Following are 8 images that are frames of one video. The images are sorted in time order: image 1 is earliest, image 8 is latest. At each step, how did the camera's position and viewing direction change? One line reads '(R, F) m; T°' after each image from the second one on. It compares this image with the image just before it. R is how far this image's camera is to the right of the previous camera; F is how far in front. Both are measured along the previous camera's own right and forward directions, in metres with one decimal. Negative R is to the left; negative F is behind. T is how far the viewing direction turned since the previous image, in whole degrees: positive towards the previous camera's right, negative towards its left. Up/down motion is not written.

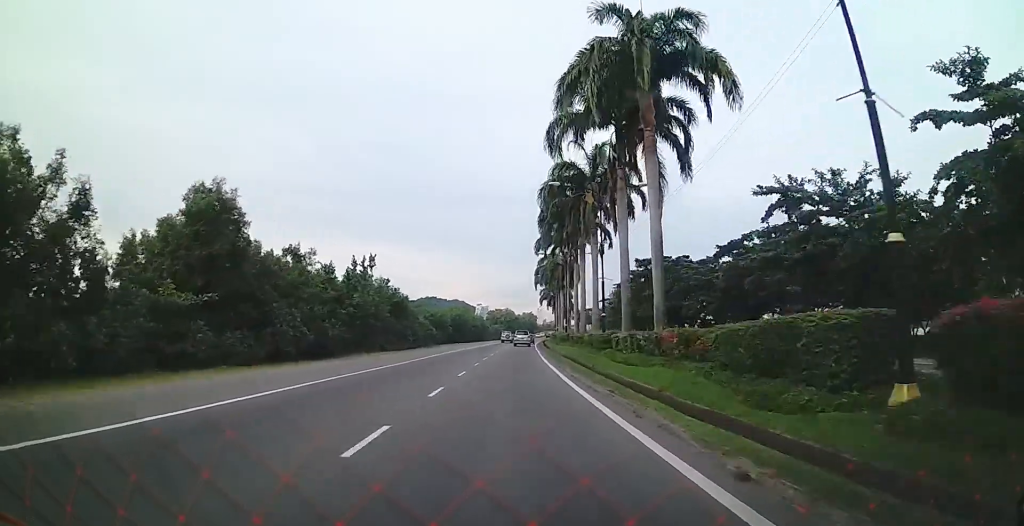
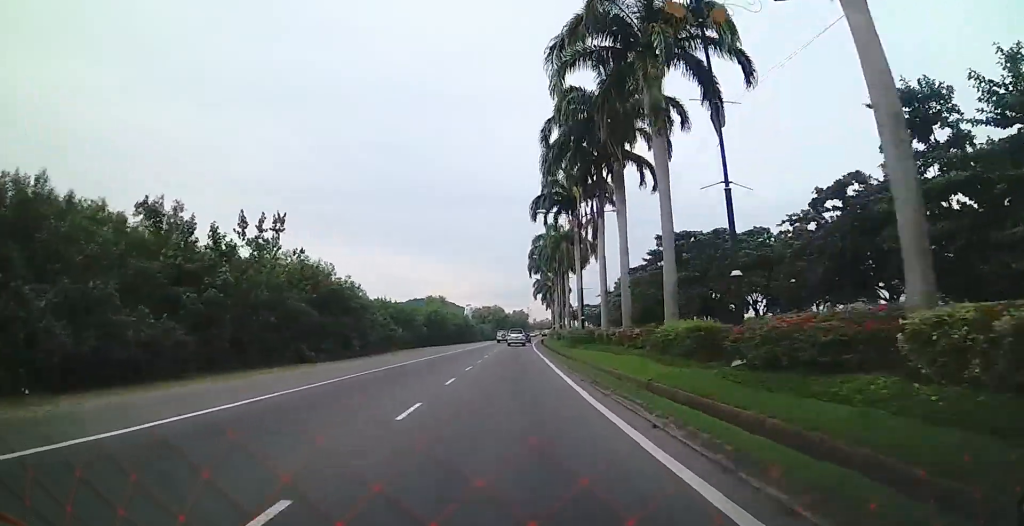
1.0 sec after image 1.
(+0.5, +21.8) m; +2°
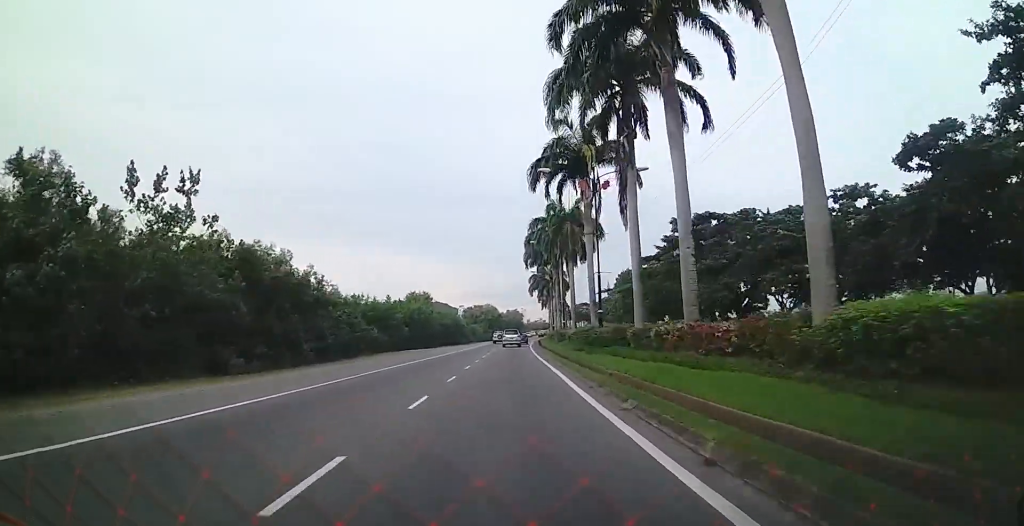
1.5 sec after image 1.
(+0.1, +10.7) m; +1°
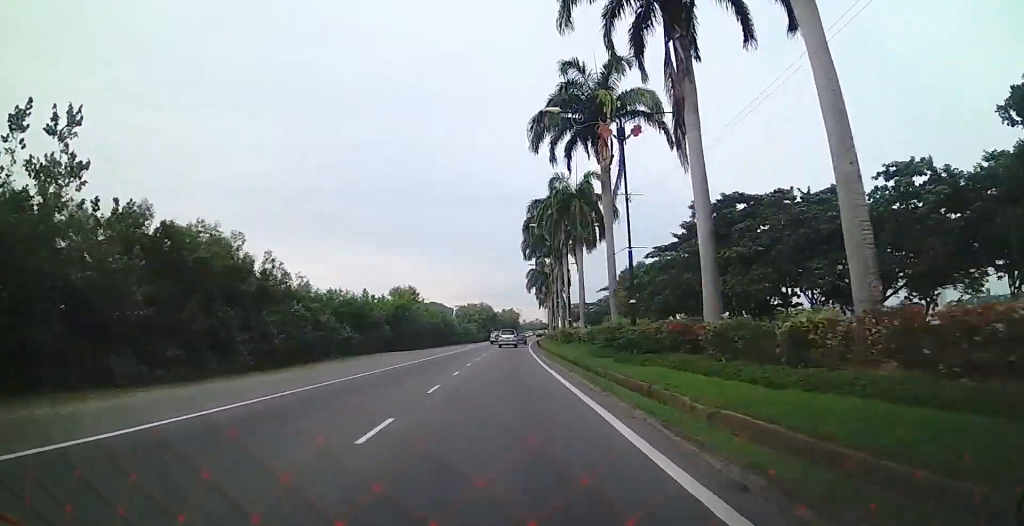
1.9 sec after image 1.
(0.0, +9.2) m; 0°
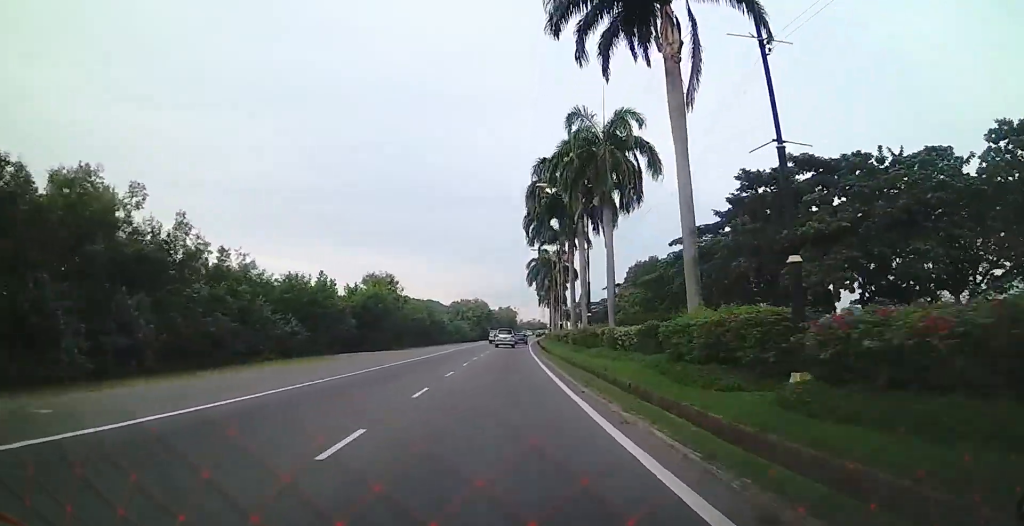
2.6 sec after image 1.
(+0.1, +13.2) m; 0°
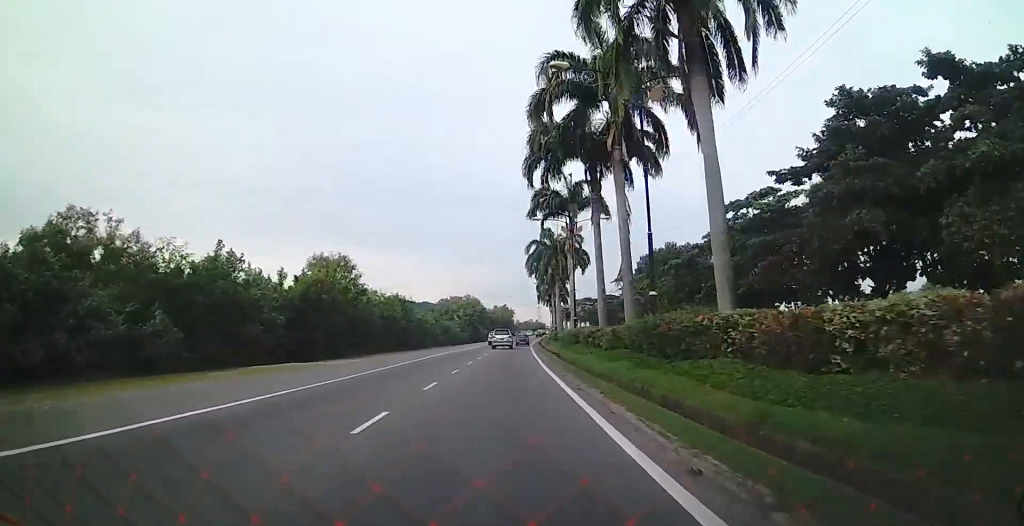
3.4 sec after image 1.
(+0.2, +16.3) m; 0°
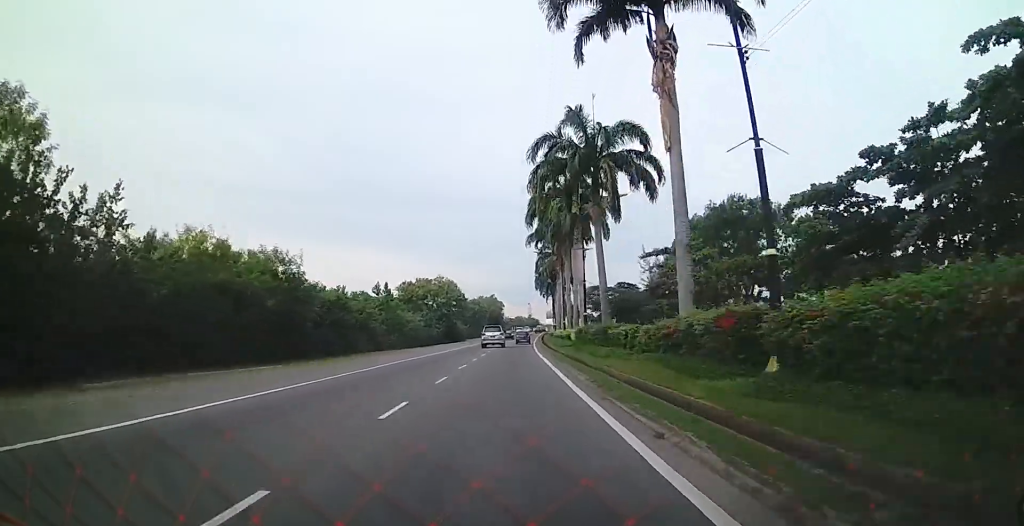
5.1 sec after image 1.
(+0.3, +35.0) m; +1°
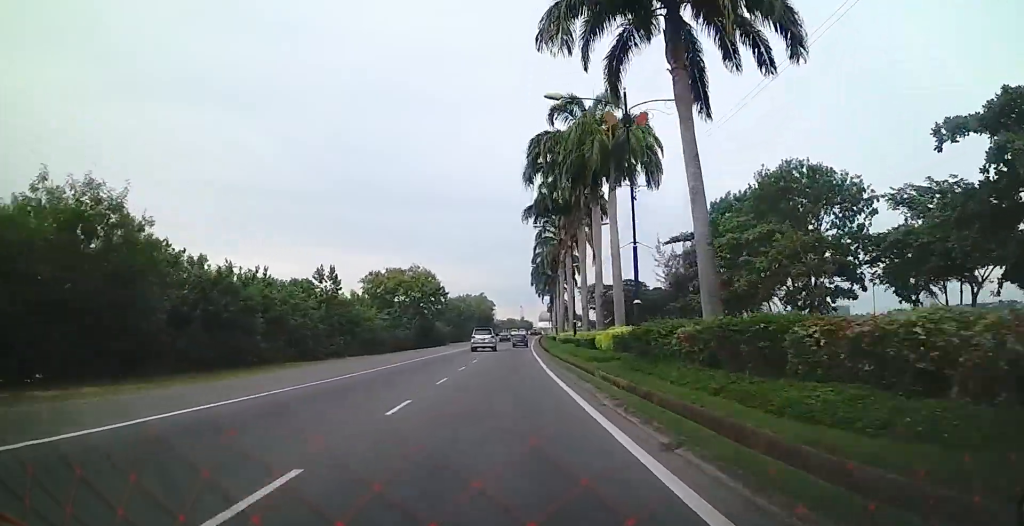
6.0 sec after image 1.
(-0.1, +17.1) m; 0°
